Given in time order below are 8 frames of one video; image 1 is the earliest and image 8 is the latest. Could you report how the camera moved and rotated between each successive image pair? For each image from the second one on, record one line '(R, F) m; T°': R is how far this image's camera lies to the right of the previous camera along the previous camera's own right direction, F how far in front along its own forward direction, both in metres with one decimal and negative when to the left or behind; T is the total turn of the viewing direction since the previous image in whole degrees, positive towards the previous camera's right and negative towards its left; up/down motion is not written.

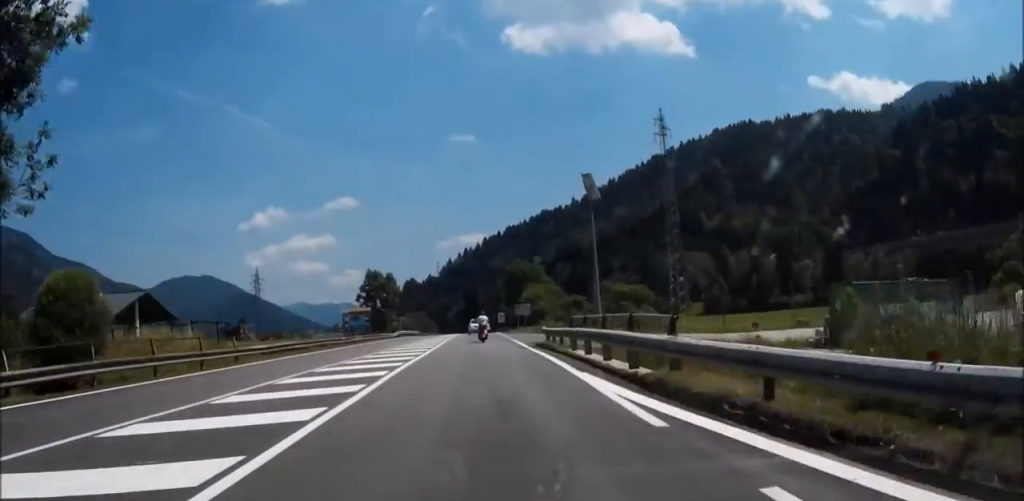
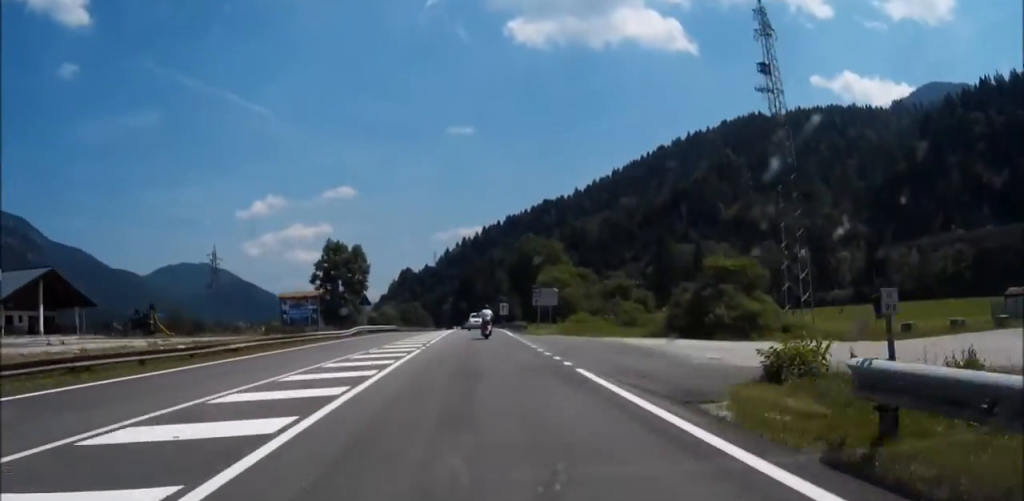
(0.0, +26.7) m; 0°
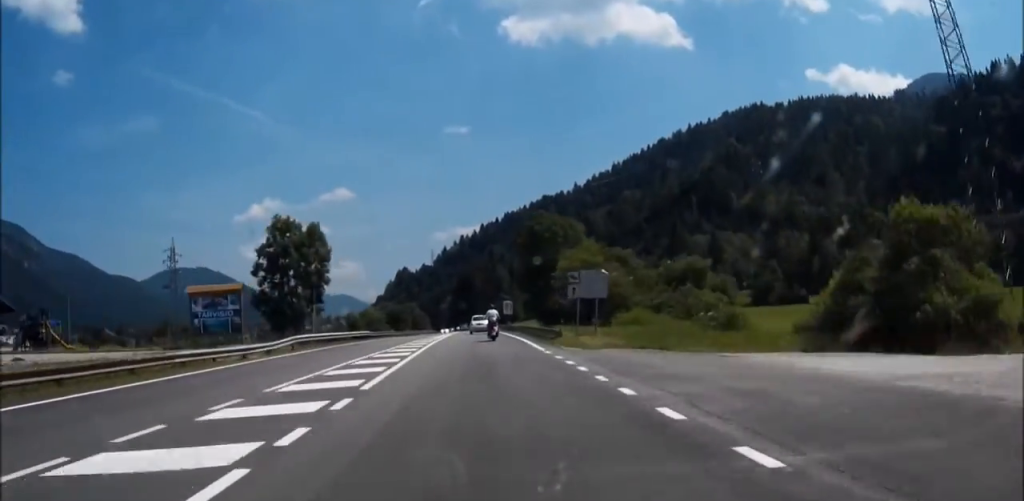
(+0.1, +19.0) m; 0°
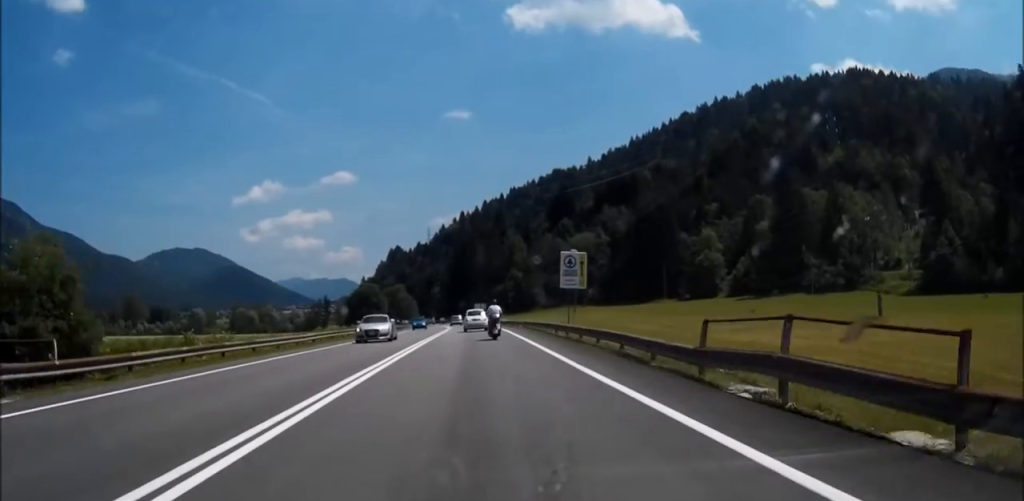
(+0.7, +82.1) m; +1°
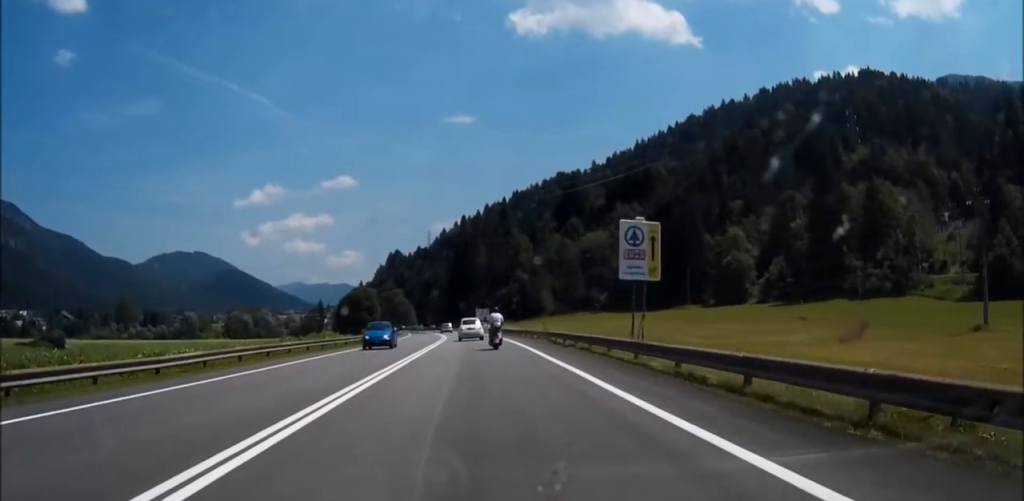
(0.0, +17.0) m; 0°
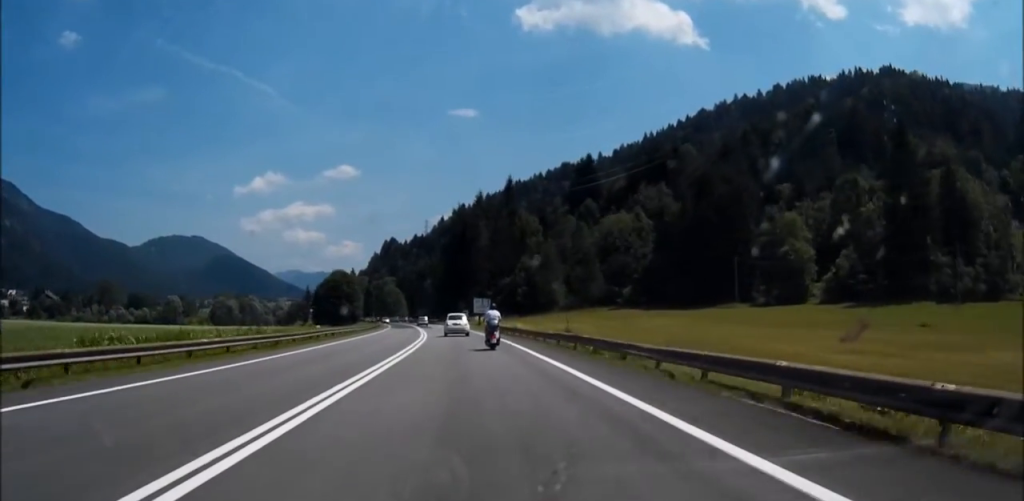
(0.0, +27.4) m; 0°
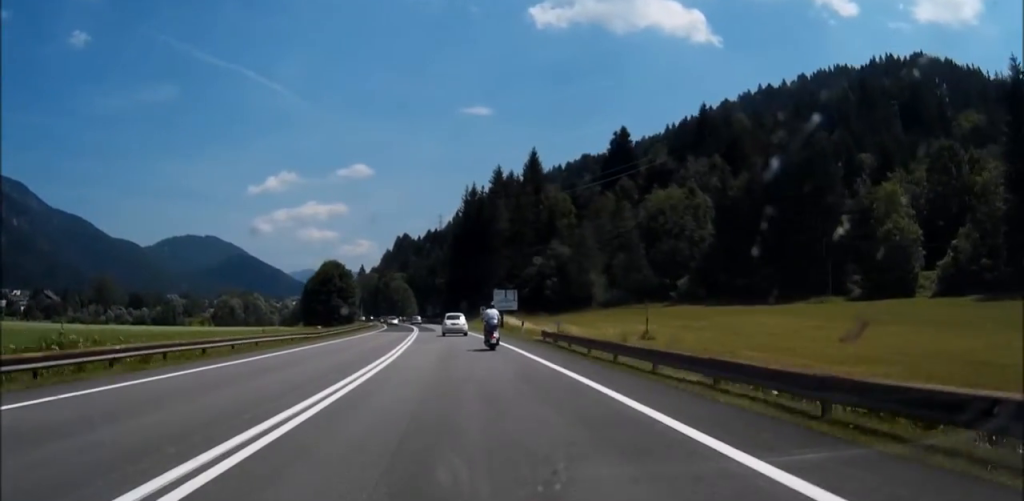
(+0.2, +27.6) m; -1°
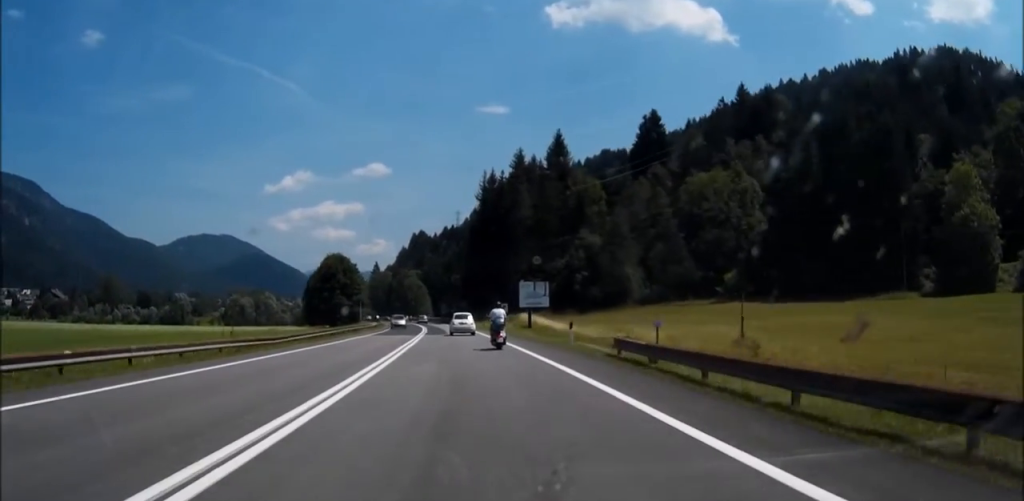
(-0.4, +14.0) m; -1°
